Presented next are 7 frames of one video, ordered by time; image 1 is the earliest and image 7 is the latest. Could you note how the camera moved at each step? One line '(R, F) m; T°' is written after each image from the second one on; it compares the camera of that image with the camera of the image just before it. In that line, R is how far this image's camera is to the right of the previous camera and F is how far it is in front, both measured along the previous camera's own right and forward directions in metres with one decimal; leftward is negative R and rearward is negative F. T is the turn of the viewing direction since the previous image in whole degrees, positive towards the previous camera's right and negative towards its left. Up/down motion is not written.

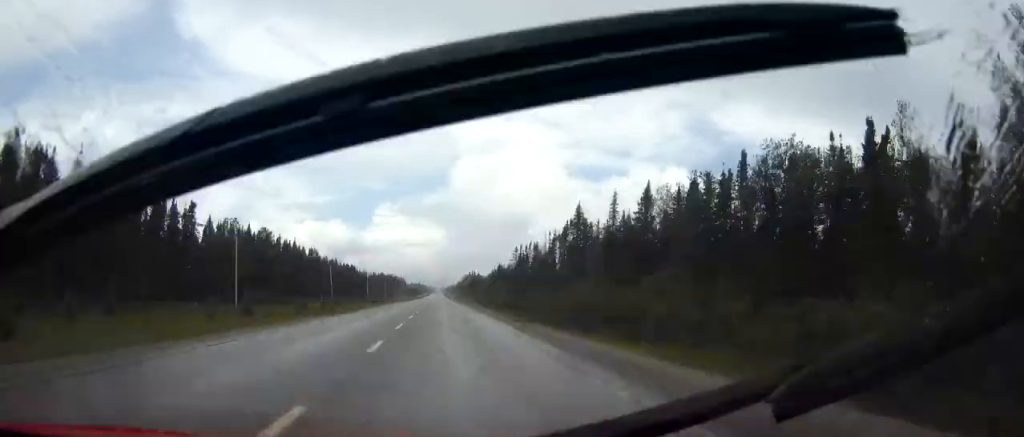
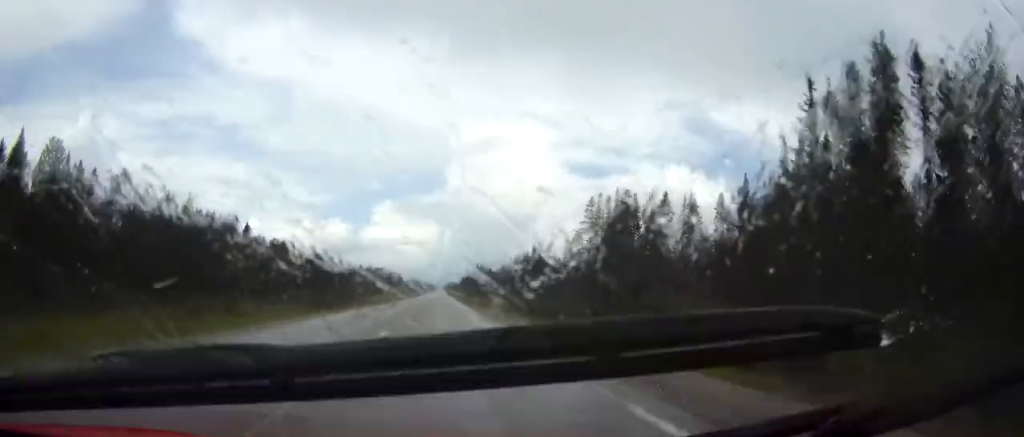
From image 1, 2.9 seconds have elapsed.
(+0.7, +84.9) m; +1°
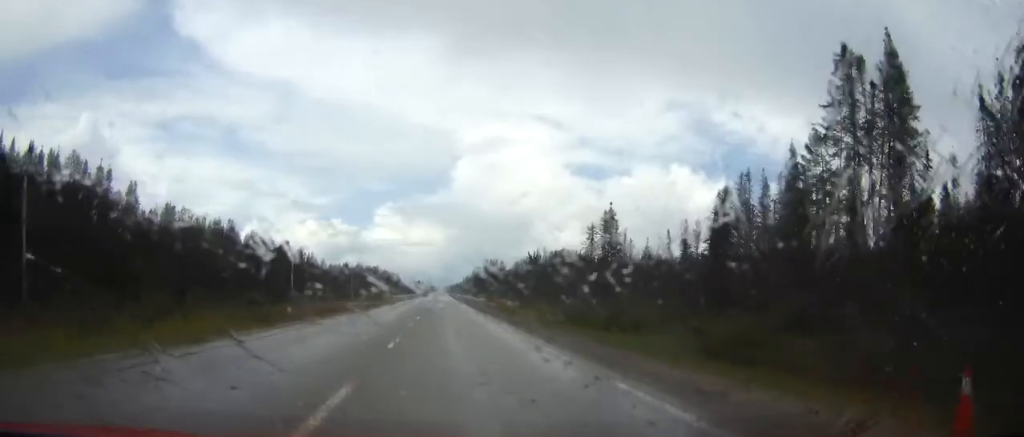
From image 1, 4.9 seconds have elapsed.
(0.0, +57.9) m; 0°
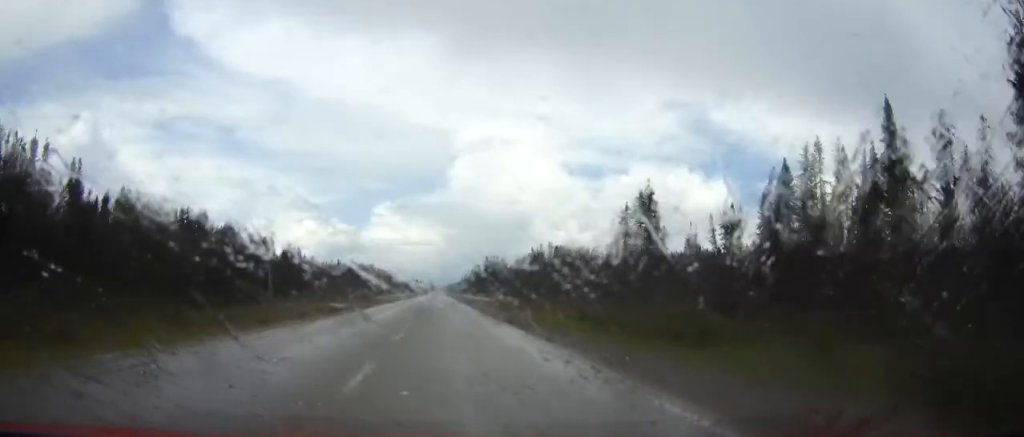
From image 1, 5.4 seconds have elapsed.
(0.0, +15.7) m; 0°
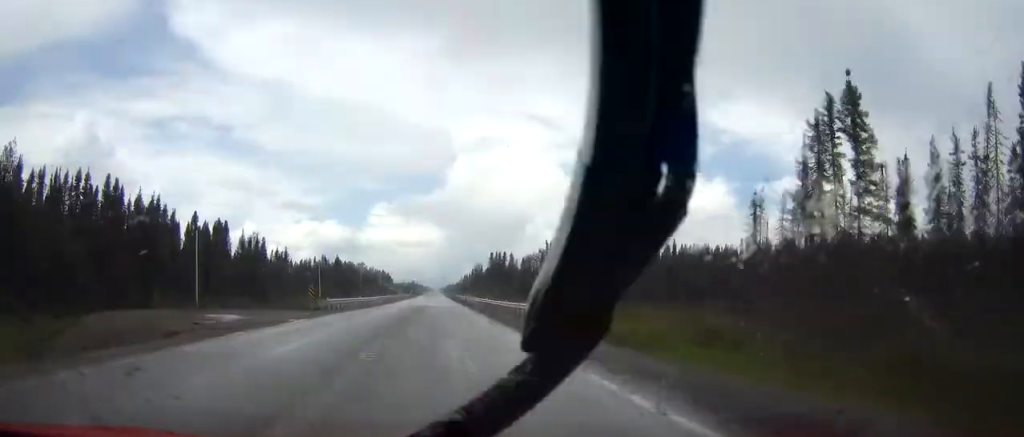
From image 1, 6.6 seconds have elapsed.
(-0.2, +35.4) m; 0°
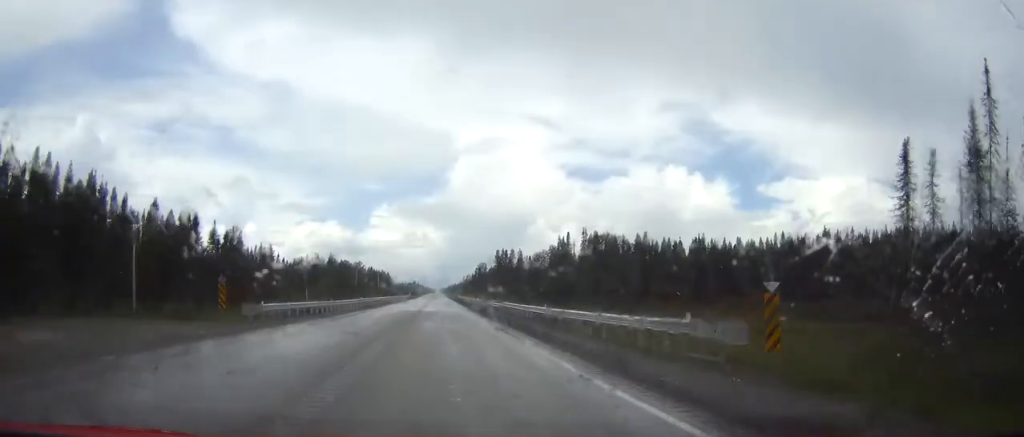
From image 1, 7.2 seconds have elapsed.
(+0.1, +18.6) m; 0°
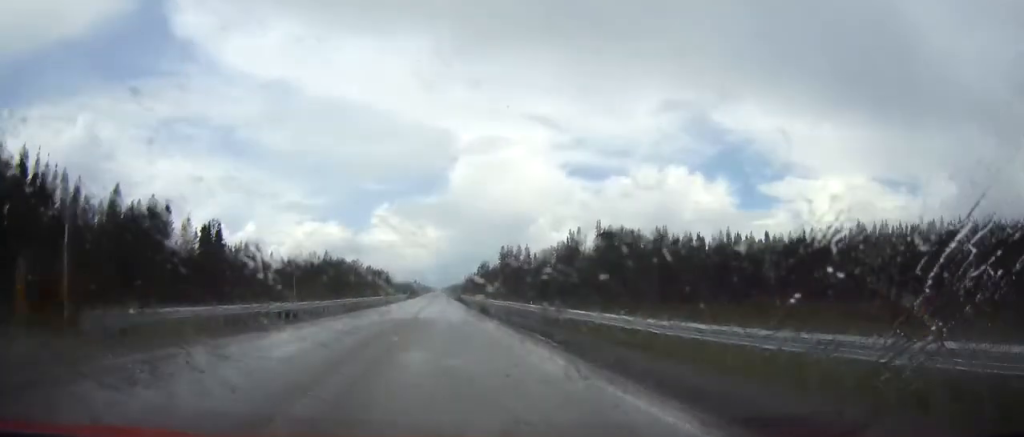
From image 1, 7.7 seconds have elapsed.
(0.0, +13.7) m; 0°
